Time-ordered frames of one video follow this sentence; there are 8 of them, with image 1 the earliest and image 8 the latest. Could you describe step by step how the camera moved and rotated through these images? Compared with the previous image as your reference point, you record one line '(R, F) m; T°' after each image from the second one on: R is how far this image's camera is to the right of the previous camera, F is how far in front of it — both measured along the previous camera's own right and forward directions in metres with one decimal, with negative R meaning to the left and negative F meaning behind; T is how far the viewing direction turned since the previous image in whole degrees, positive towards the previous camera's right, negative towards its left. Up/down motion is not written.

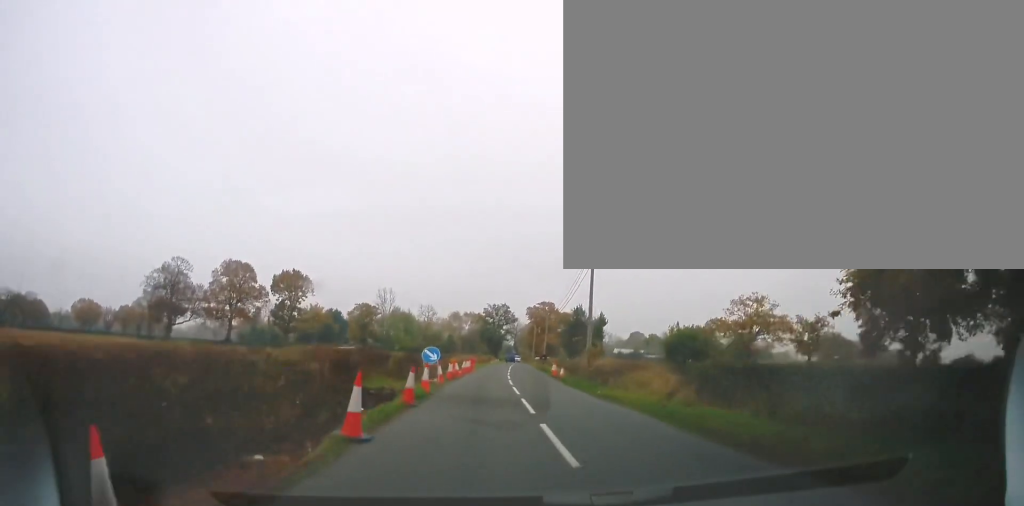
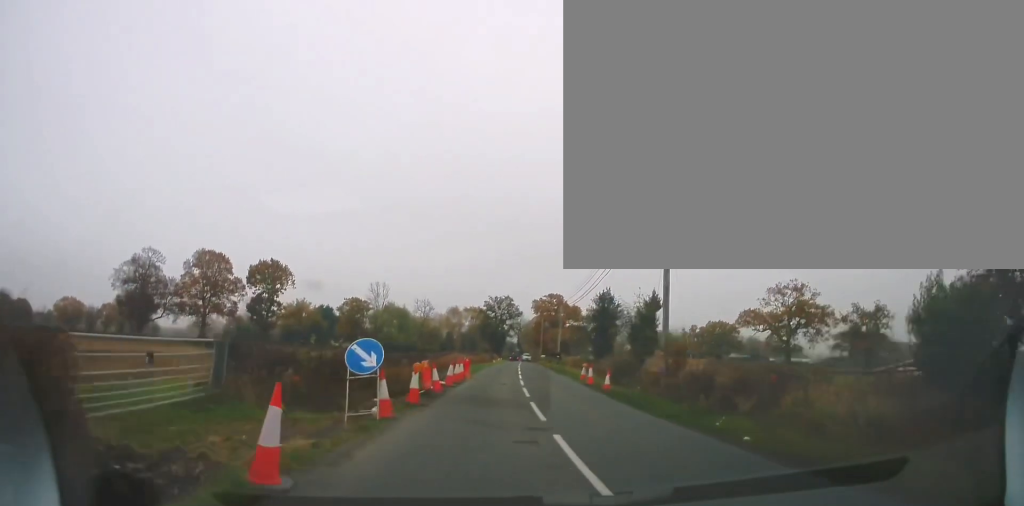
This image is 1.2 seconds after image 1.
(+0.5, +14.2) m; 0°
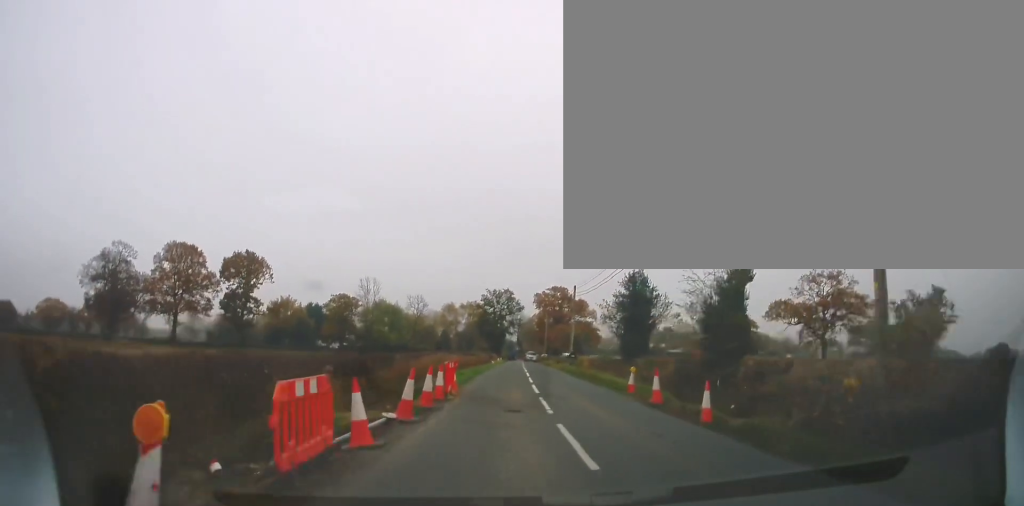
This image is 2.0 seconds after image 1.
(-0.5, +10.7) m; -1°
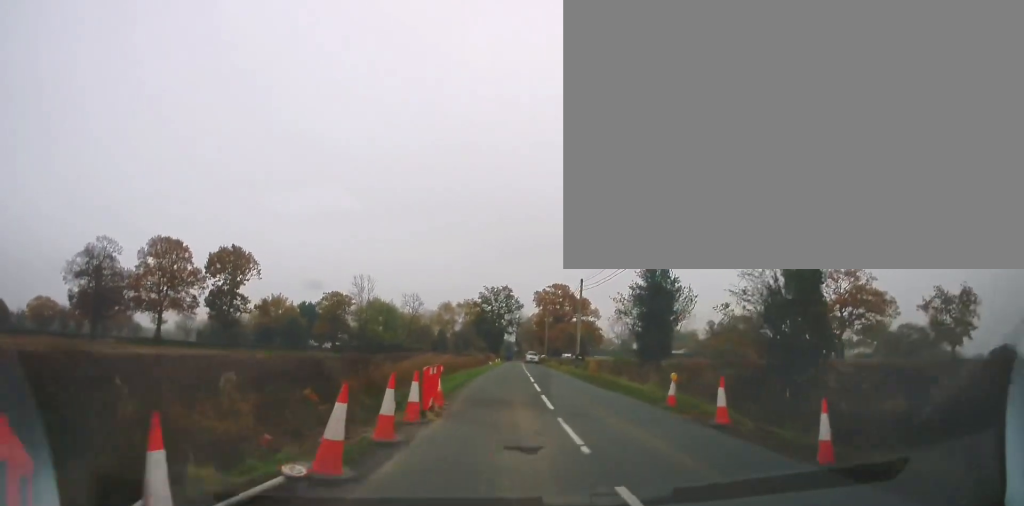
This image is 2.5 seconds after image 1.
(+0.1, +5.4) m; 0°
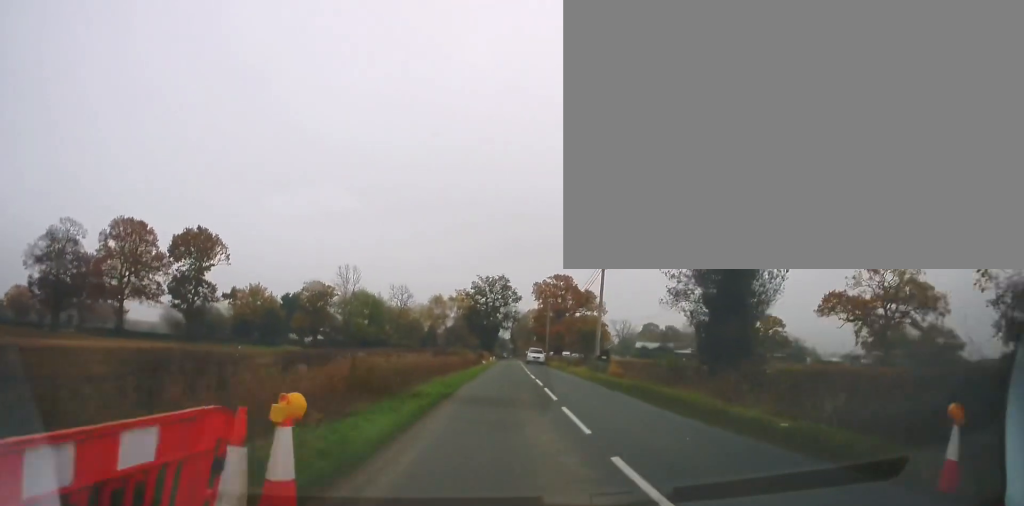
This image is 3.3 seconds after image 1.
(+0.1, +10.3) m; +1°
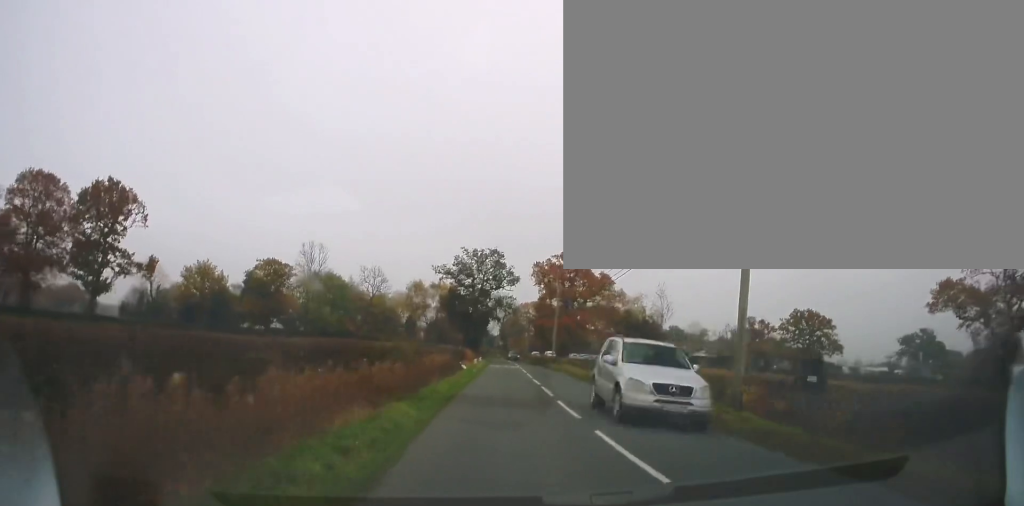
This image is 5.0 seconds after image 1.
(0.0, +21.7) m; 0°
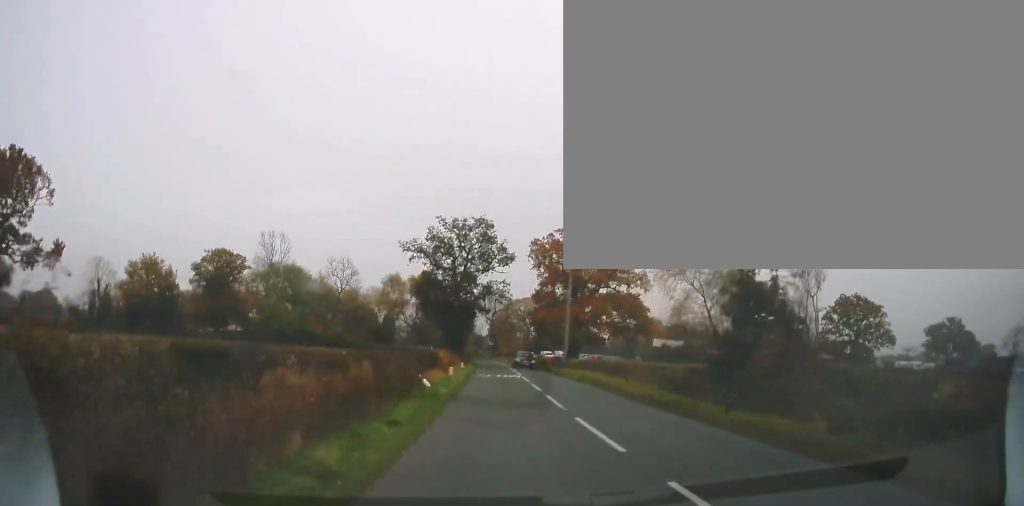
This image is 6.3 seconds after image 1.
(0.0, +16.2) m; 0°
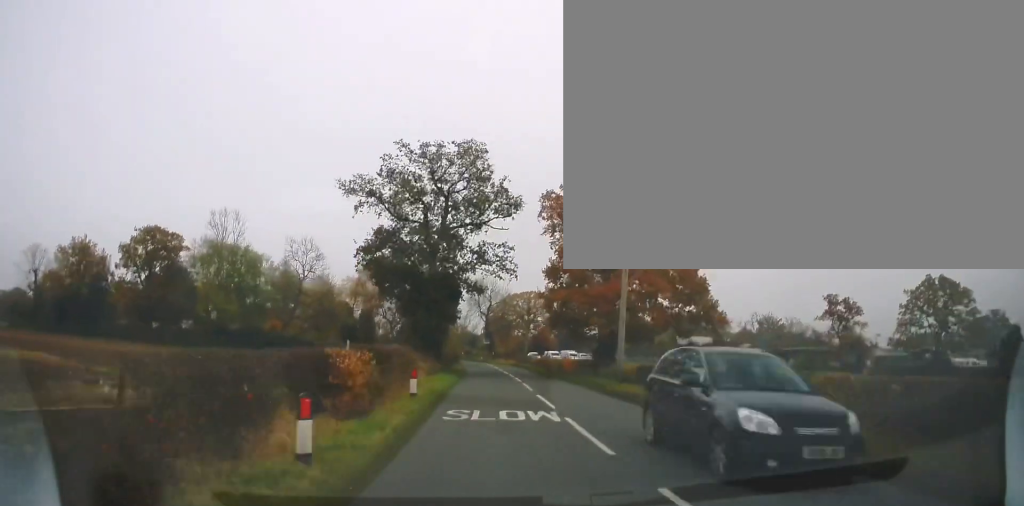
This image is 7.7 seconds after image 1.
(+0.3, +17.9) m; +2°
